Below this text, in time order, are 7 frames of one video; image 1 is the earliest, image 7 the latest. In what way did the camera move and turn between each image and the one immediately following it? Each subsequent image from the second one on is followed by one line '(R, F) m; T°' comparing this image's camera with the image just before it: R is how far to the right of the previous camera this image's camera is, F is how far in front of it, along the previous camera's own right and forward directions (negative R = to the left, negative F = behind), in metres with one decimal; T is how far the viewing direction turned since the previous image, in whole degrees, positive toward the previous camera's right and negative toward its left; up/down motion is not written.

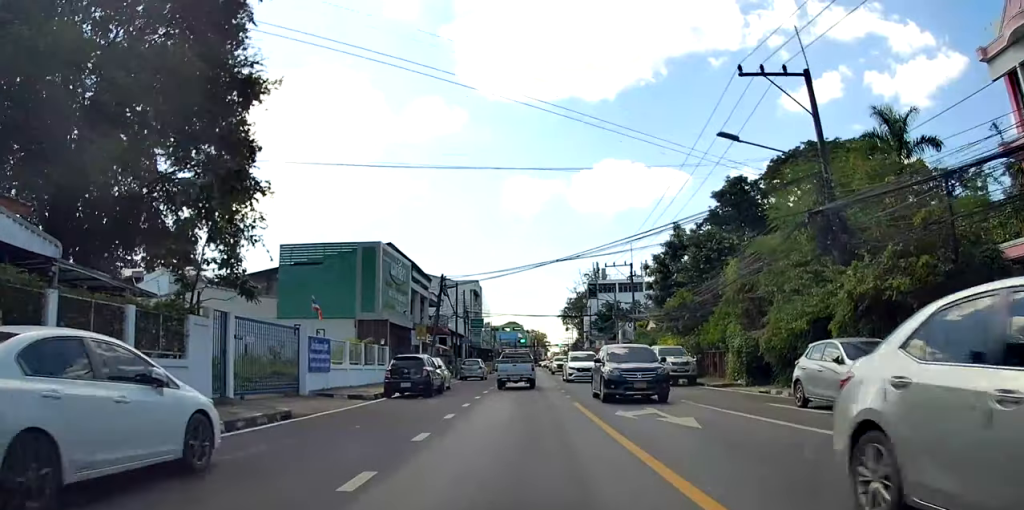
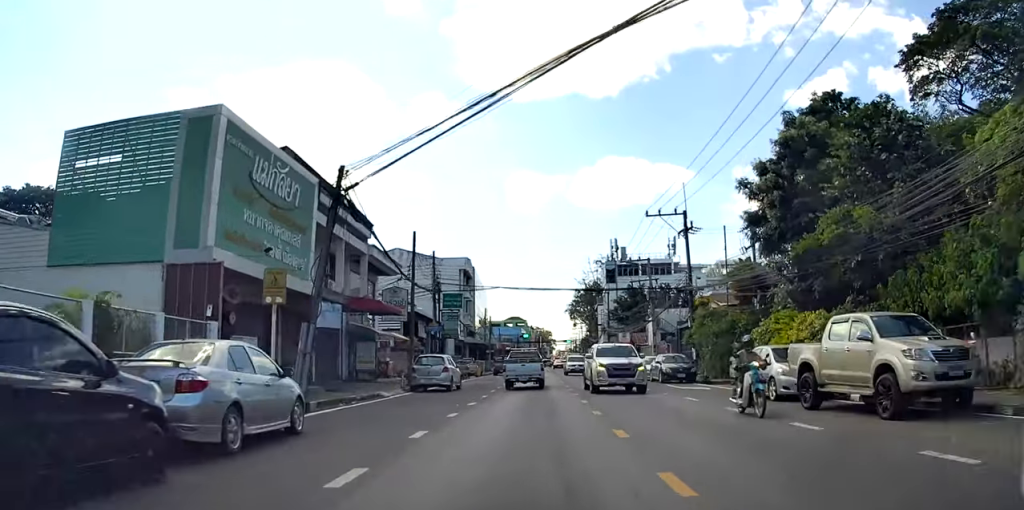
(0.0, +20.3) m; 0°
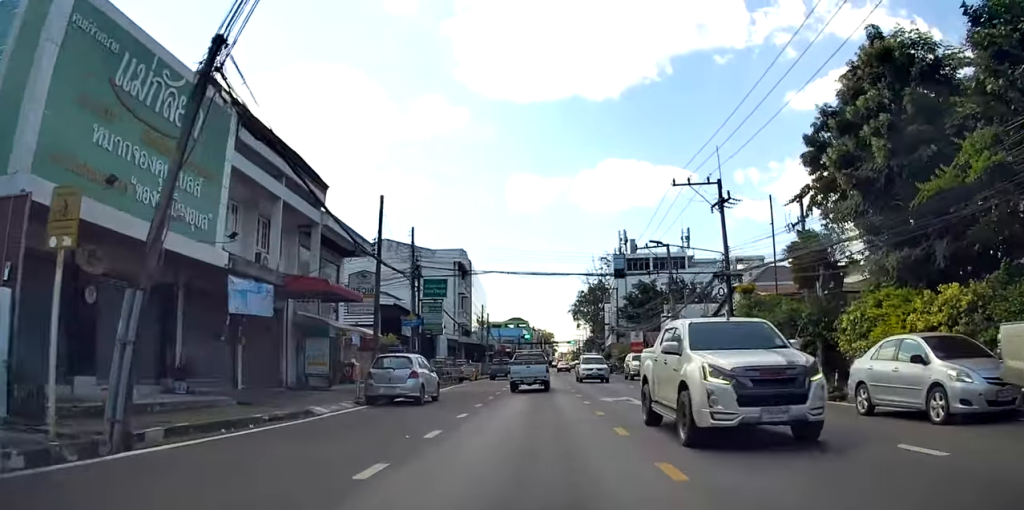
(-0.1, +7.3) m; 0°
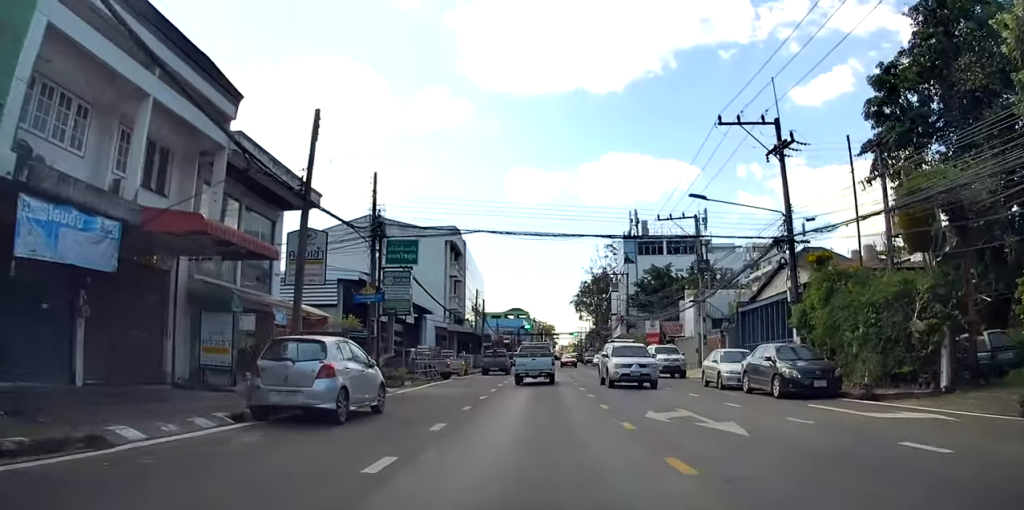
(+0.2, +8.3) m; 0°
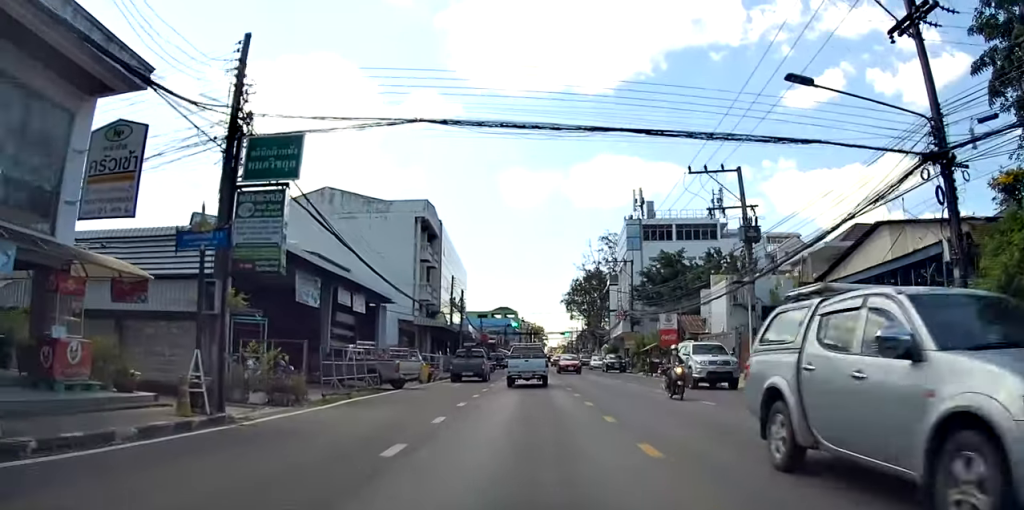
(-0.2, +11.0) m; +1°
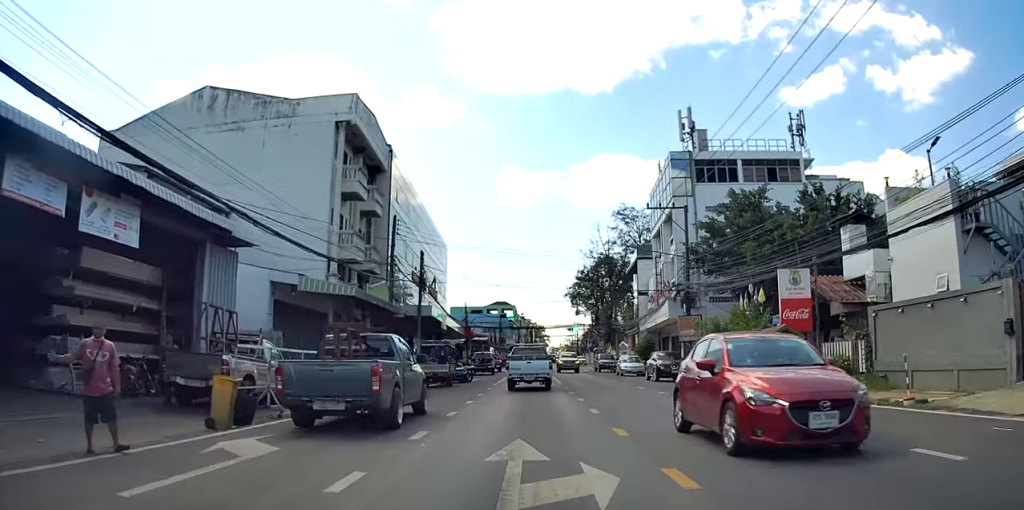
(+0.8, +22.5) m; +1°
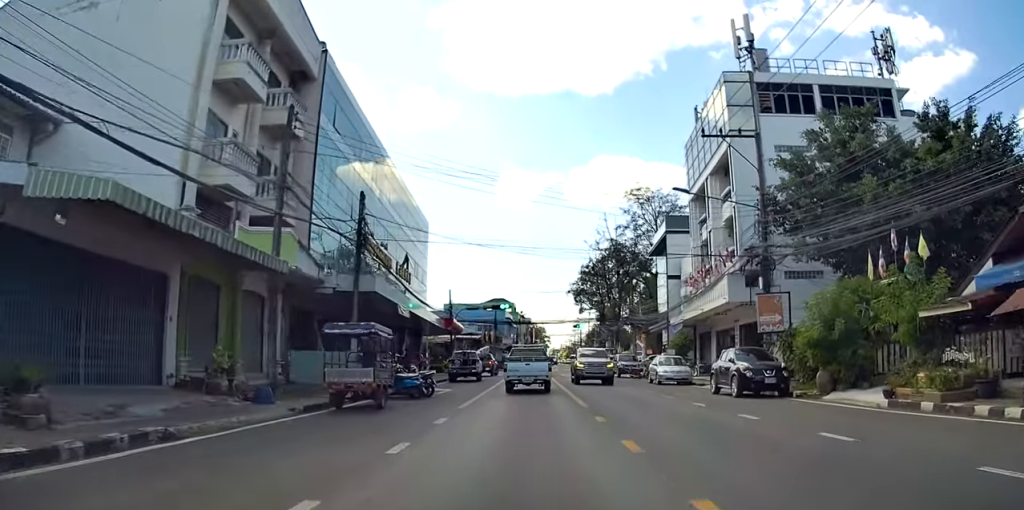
(-0.4, +13.7) m; -1°
